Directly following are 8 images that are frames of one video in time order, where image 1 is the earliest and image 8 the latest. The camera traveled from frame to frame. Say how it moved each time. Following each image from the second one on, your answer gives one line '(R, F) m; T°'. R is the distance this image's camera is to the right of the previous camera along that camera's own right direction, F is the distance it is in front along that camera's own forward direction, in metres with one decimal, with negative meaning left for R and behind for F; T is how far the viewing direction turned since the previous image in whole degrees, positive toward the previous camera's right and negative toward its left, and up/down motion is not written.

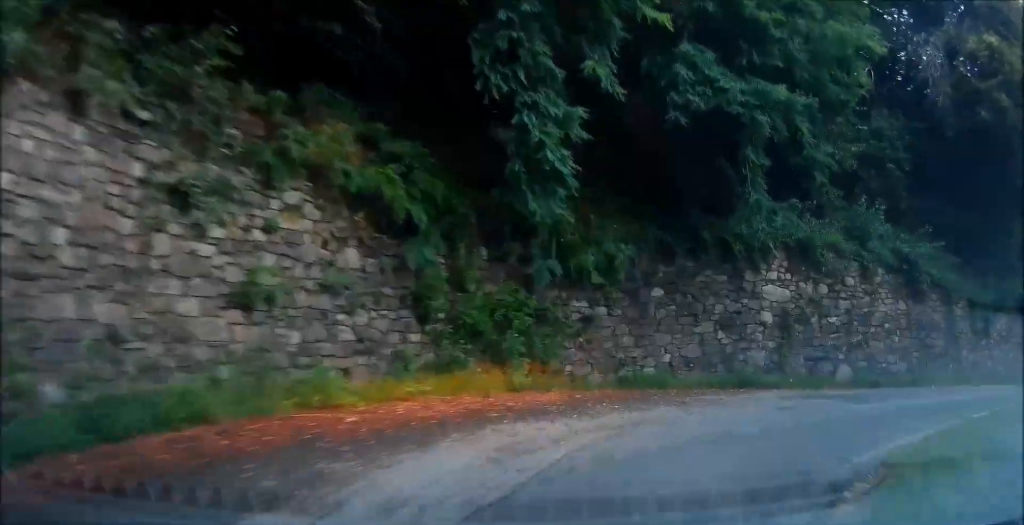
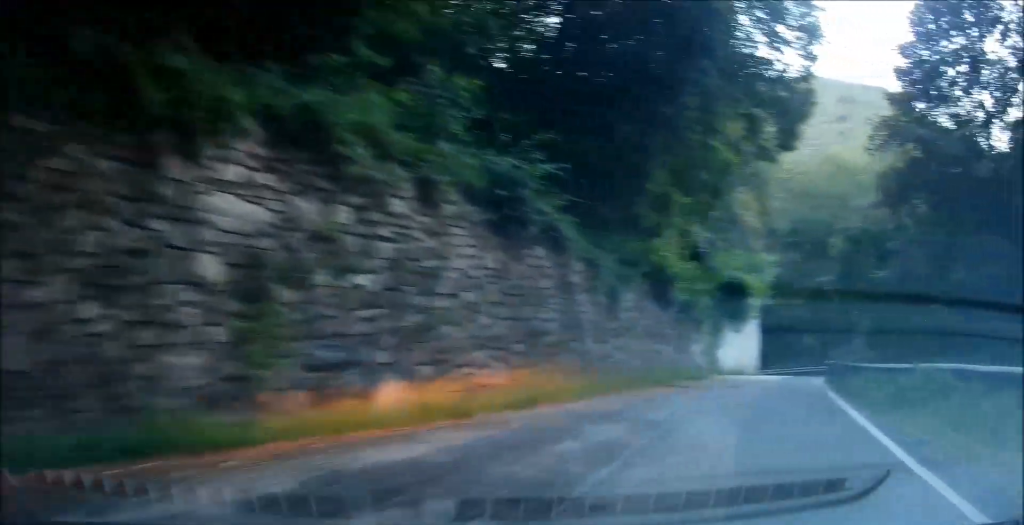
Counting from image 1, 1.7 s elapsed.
(+1.2, +9.6) m; +19°
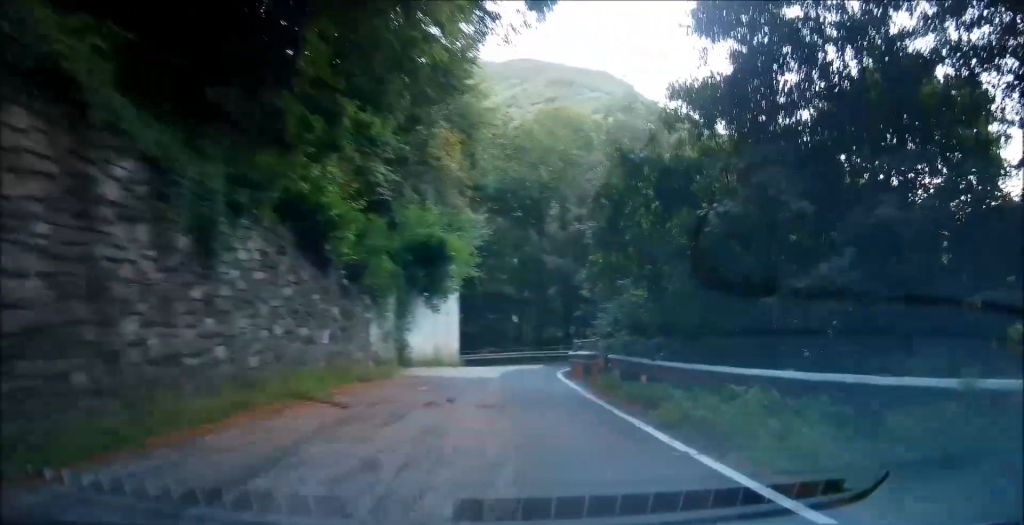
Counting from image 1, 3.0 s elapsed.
(+1.5, +7.5) m; +15°
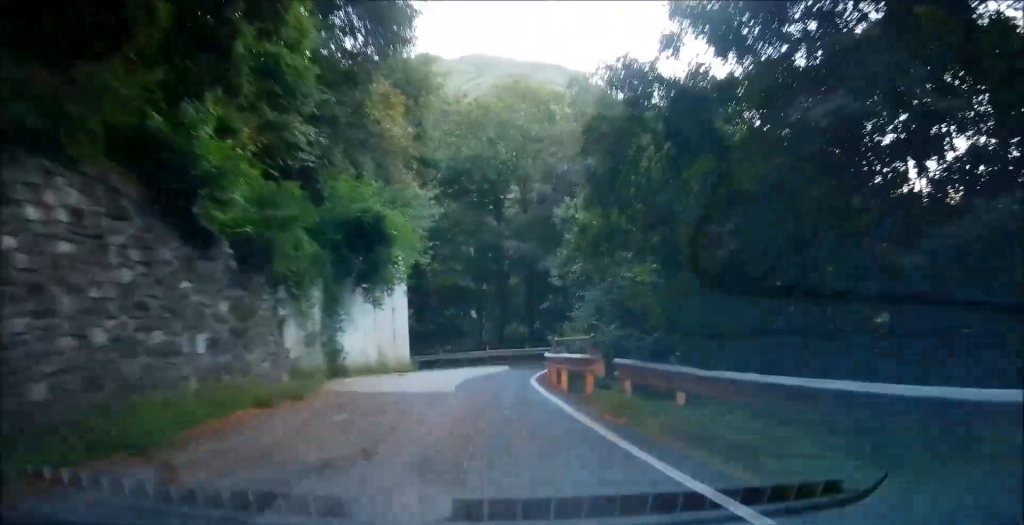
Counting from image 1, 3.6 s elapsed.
(+0.3, +4.3) m; +3°
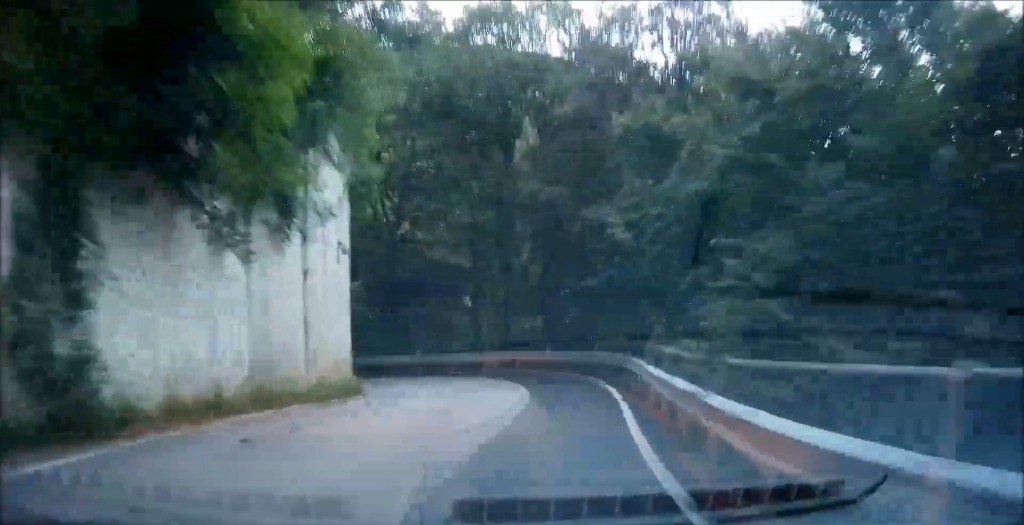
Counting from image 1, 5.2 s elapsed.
(+1.0, +12.1) m; +12°
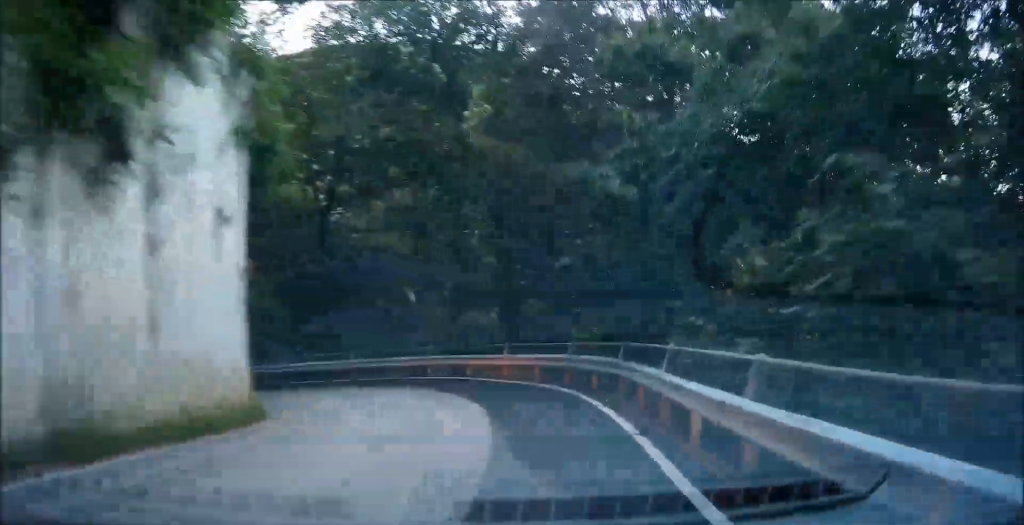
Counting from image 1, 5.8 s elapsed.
(+0.1, +4.4) m; -3°
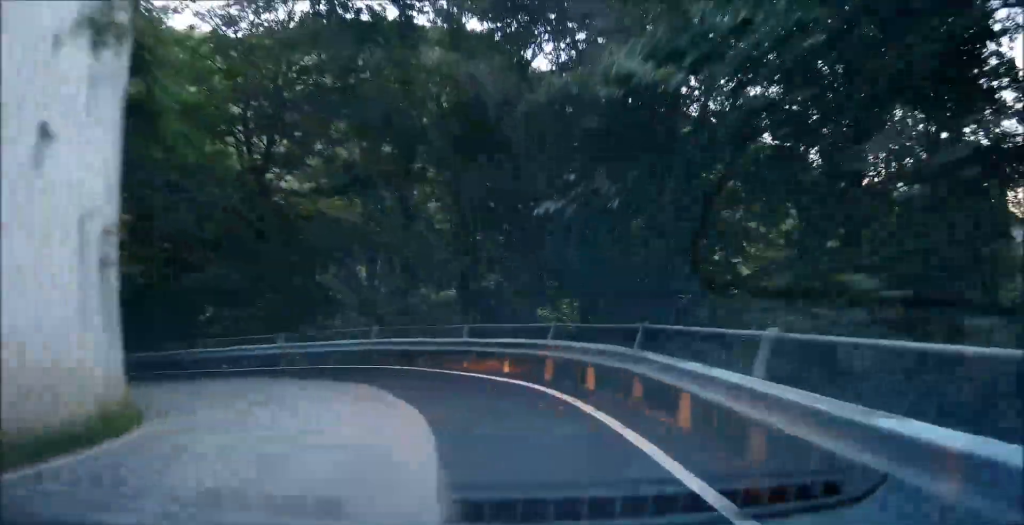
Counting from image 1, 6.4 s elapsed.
(+0.3, +4.0) m; -7°
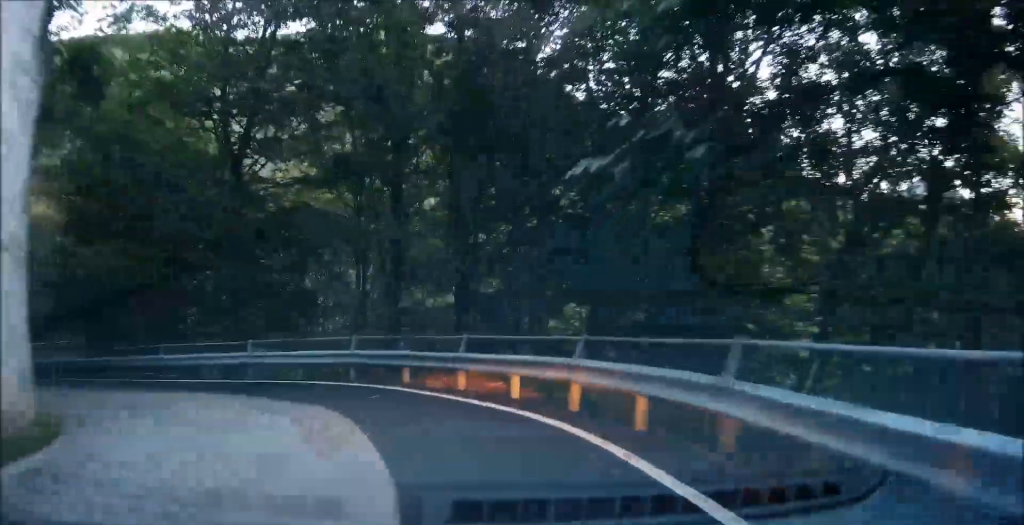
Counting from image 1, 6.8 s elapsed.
(-0.6, +2.9) m; -6°
